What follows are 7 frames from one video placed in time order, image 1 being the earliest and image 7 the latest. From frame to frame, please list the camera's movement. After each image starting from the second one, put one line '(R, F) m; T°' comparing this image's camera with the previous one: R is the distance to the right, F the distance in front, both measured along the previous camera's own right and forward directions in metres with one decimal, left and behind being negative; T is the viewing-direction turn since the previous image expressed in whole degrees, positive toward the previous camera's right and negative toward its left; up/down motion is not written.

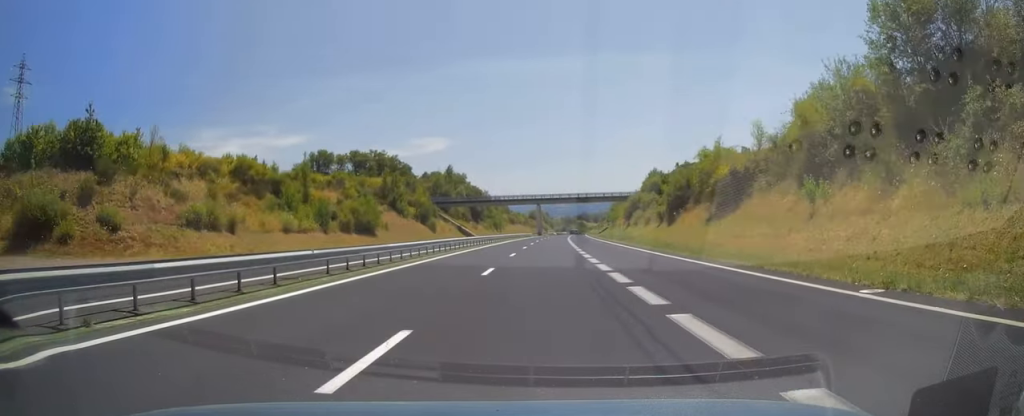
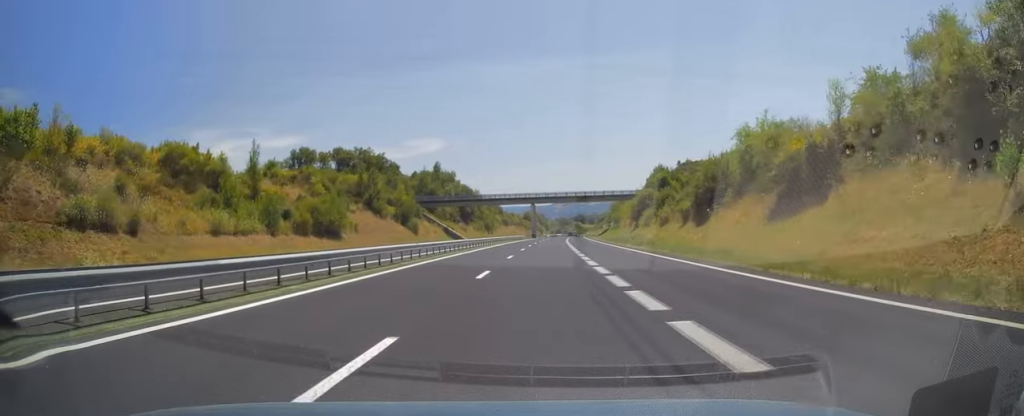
(+0.2, +13.5) m; 0°
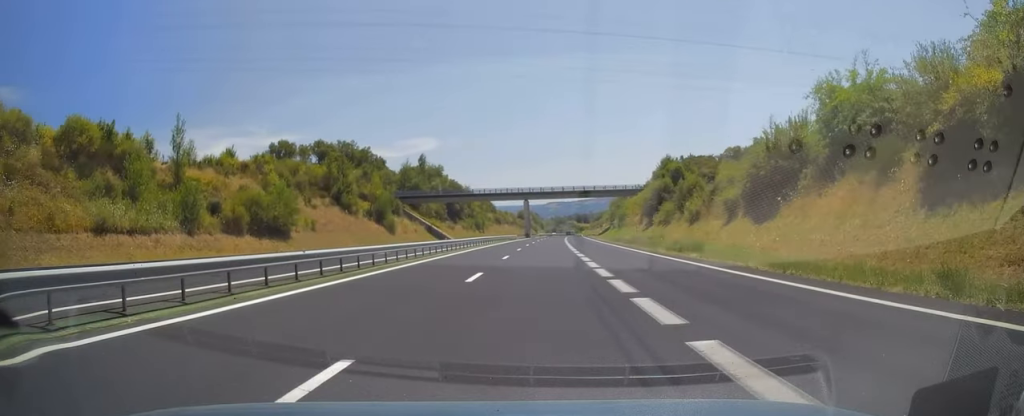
(+0.1, +14.5) m; 0°
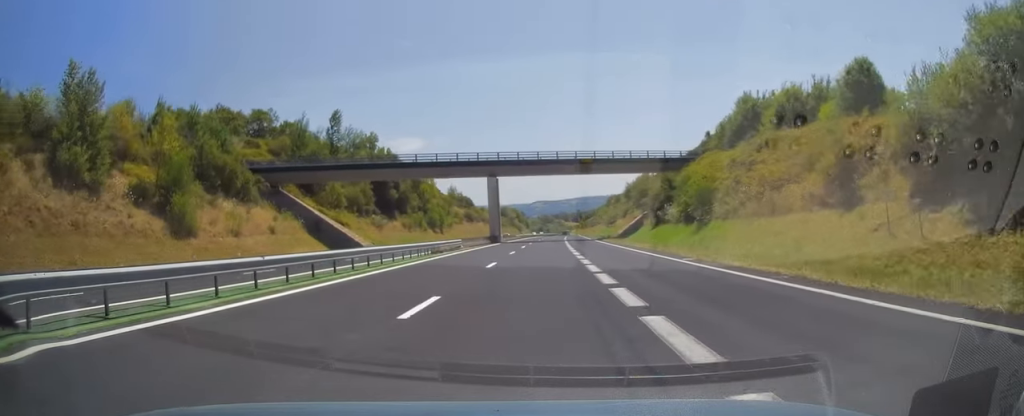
(+0.5, +58.3) m; +1°
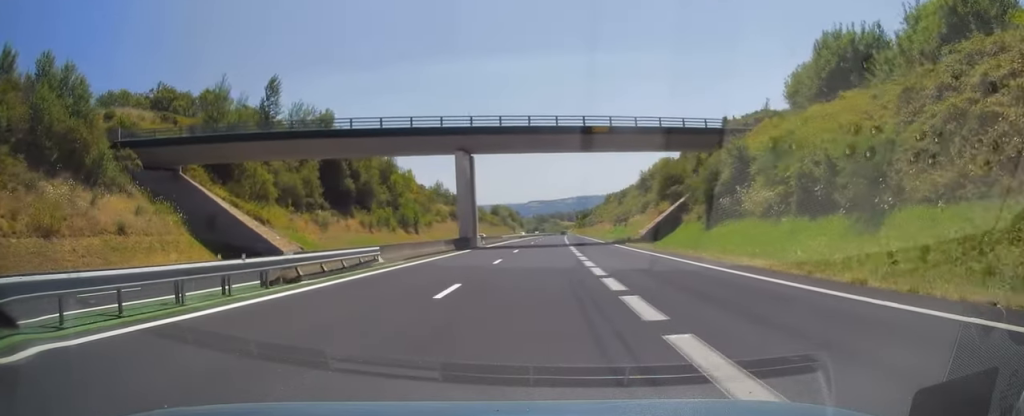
(+0.1, +23.2) m; +1°
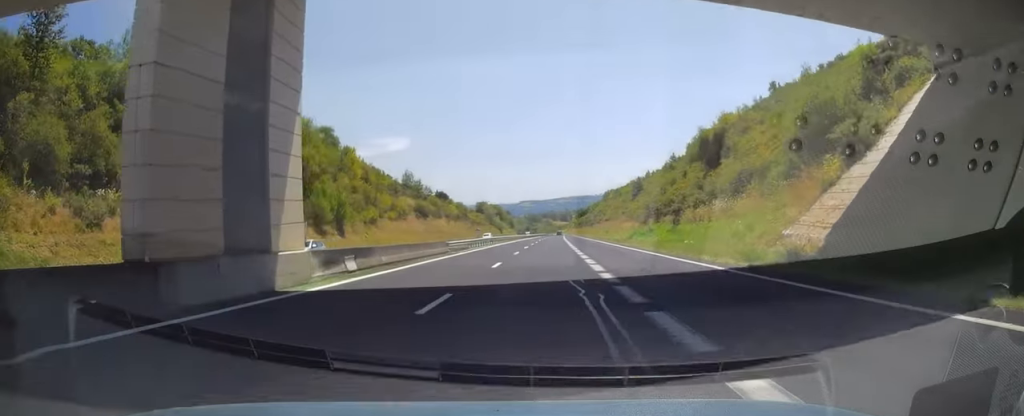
(+0.4, +41.0) m; +1°
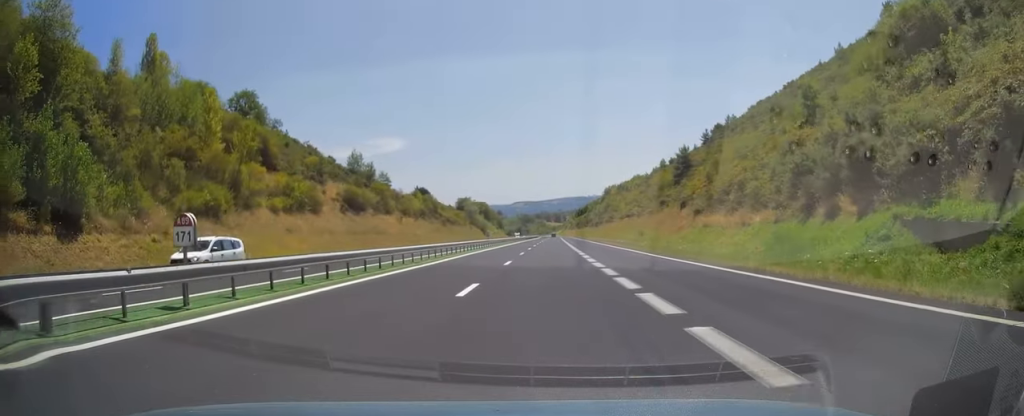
(+0.3, +49.2) m; +1°
